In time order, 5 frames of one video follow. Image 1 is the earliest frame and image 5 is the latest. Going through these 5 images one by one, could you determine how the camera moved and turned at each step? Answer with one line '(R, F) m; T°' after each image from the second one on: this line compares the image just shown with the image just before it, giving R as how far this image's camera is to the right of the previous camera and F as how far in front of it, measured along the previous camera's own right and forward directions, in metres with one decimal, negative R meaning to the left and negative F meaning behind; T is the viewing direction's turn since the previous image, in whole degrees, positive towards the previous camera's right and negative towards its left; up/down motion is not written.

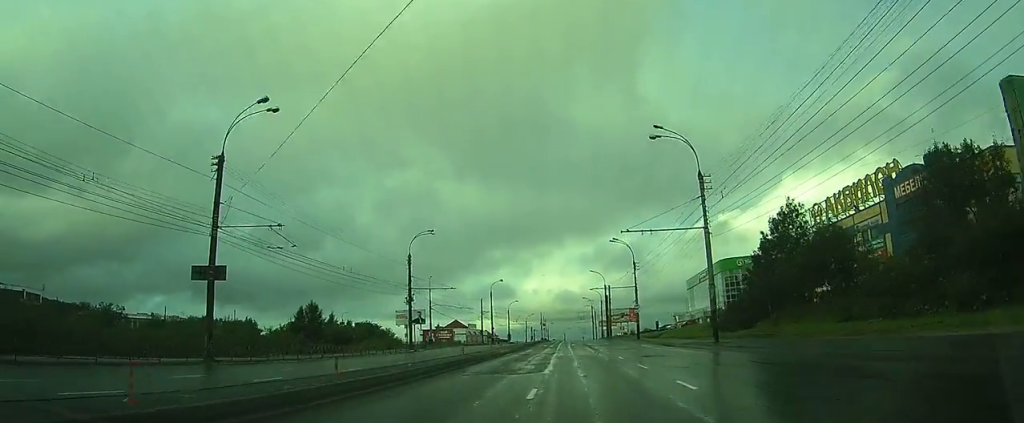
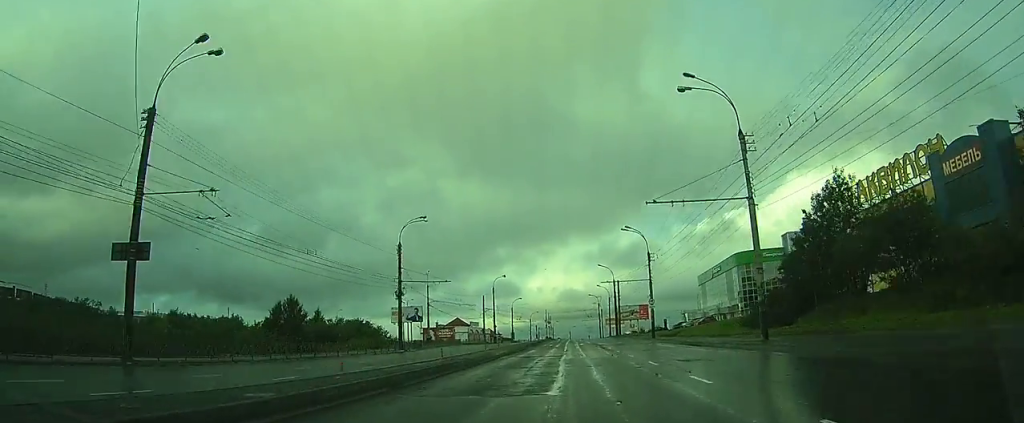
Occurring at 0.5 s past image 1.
(0.0, +6.3) m; -1°
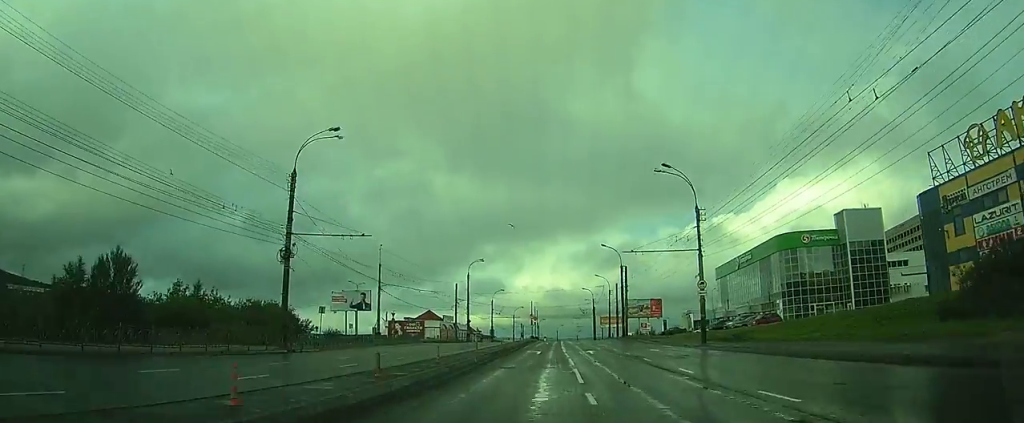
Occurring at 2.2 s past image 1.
(-0.3, +25.0) m; 0°
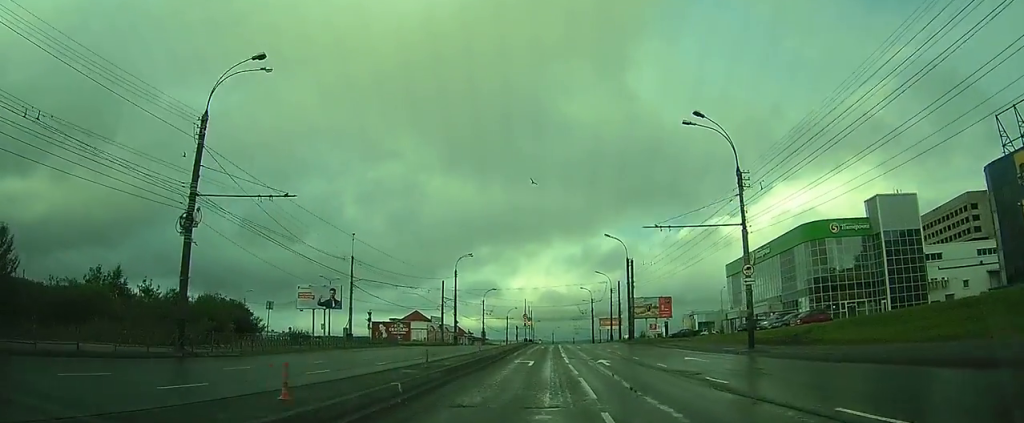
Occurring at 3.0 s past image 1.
(+0.1, +12.3) m; 0°
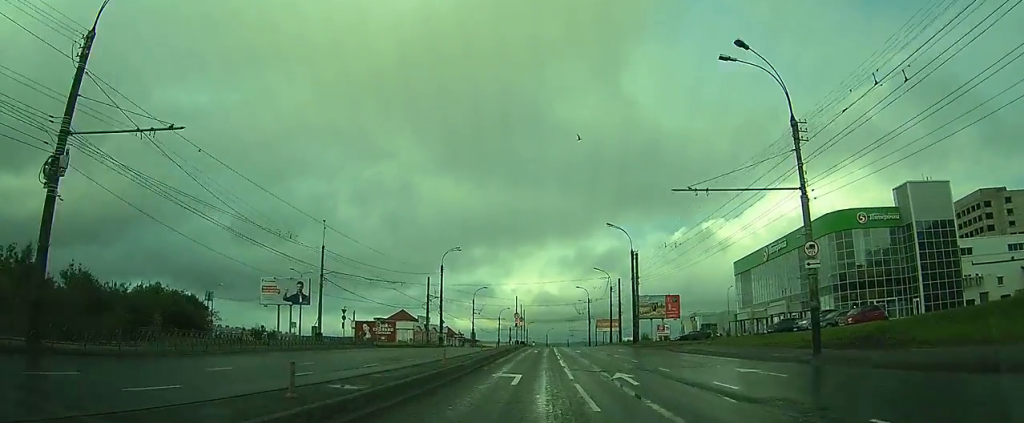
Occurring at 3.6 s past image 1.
(0.0, +11.2) m; 0°
